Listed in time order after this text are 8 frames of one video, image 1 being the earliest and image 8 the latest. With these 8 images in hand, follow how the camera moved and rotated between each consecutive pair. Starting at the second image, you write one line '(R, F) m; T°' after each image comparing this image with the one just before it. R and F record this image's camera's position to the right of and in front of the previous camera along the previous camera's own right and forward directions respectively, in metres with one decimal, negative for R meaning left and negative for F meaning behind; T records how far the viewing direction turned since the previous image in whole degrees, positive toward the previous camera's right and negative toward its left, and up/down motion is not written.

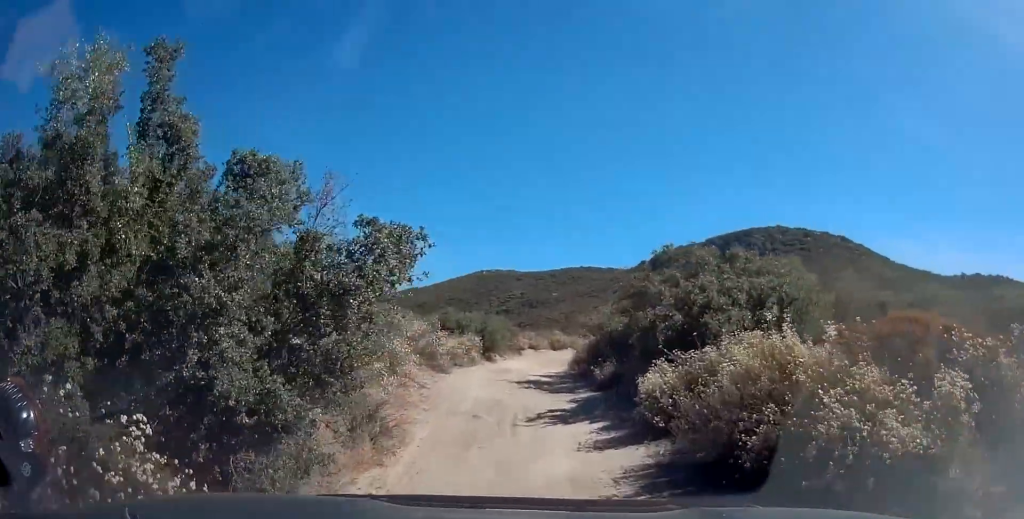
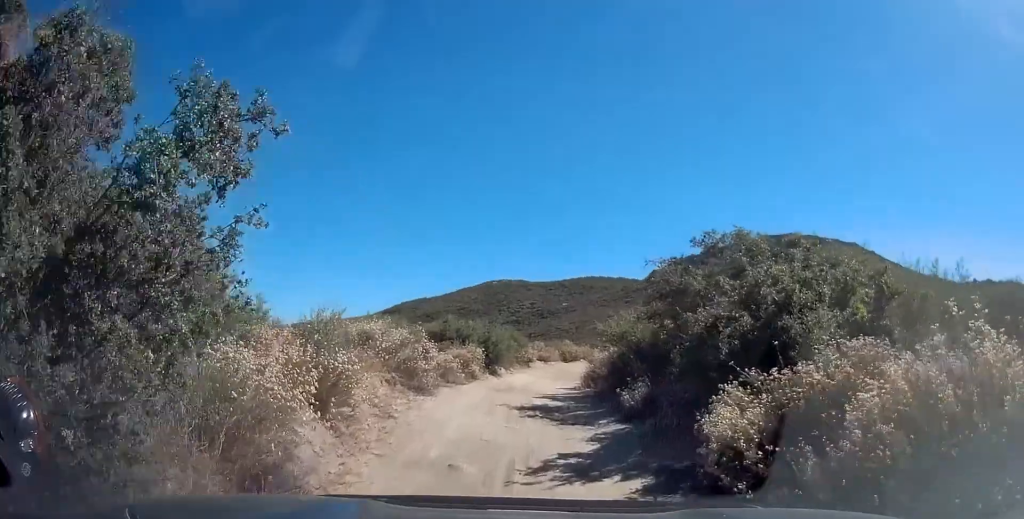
(0.0, +3.4) m; 0°
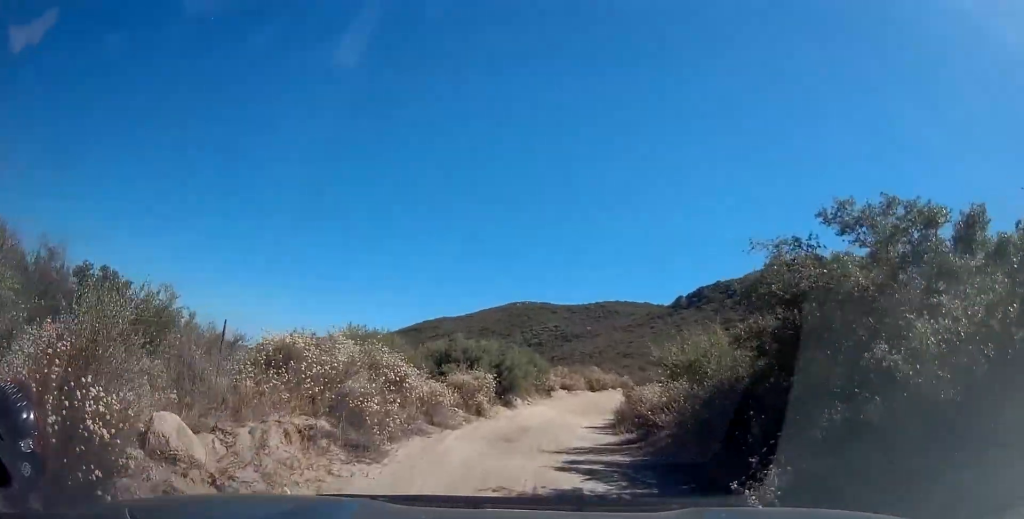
(-0.4, +5.4) m; 0°
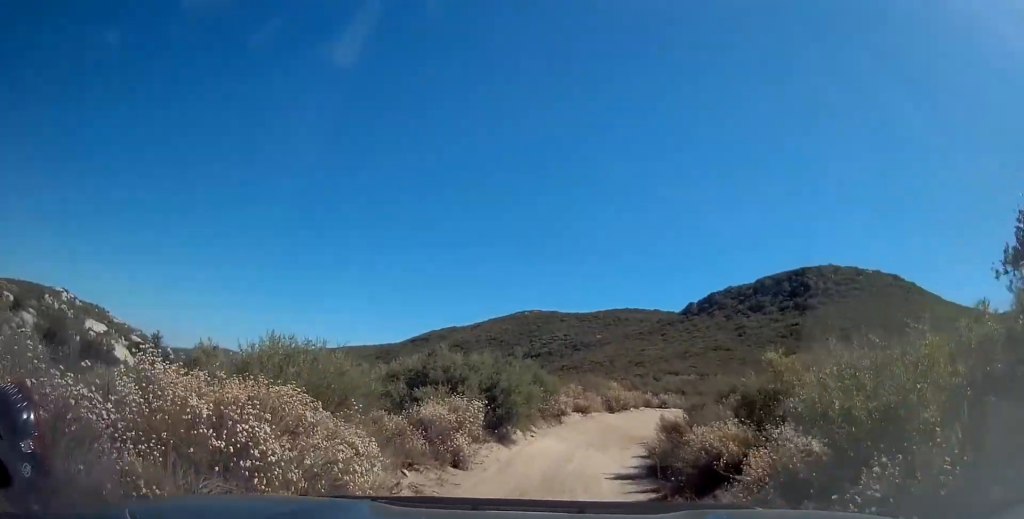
(+0.1, +6.6) m; -1°
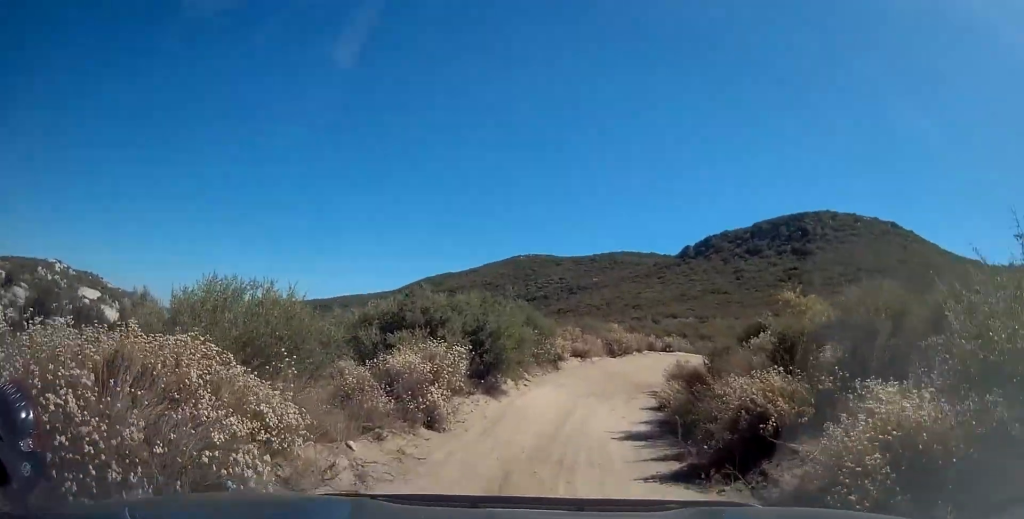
(-0.4, +2.5) m; 0°
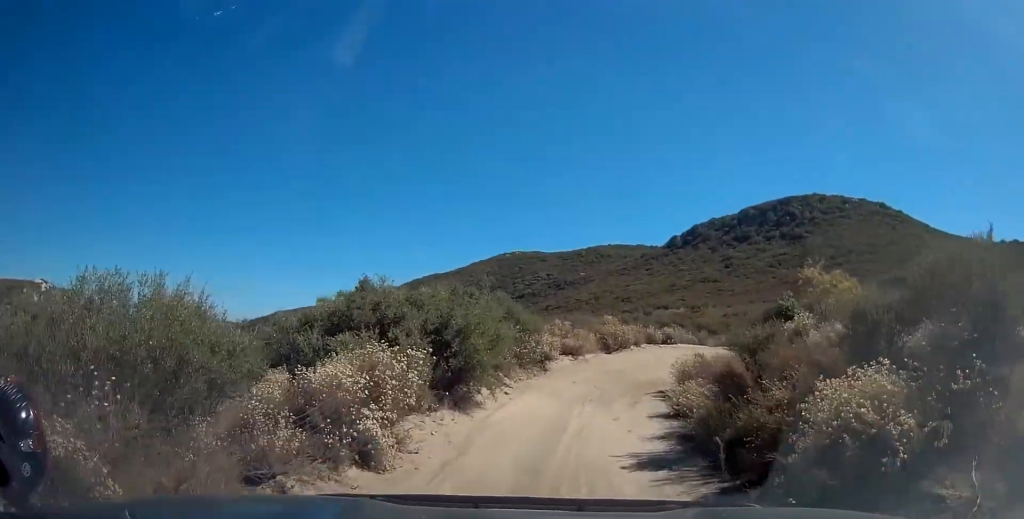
(+0.5, +3.5) m; +6°
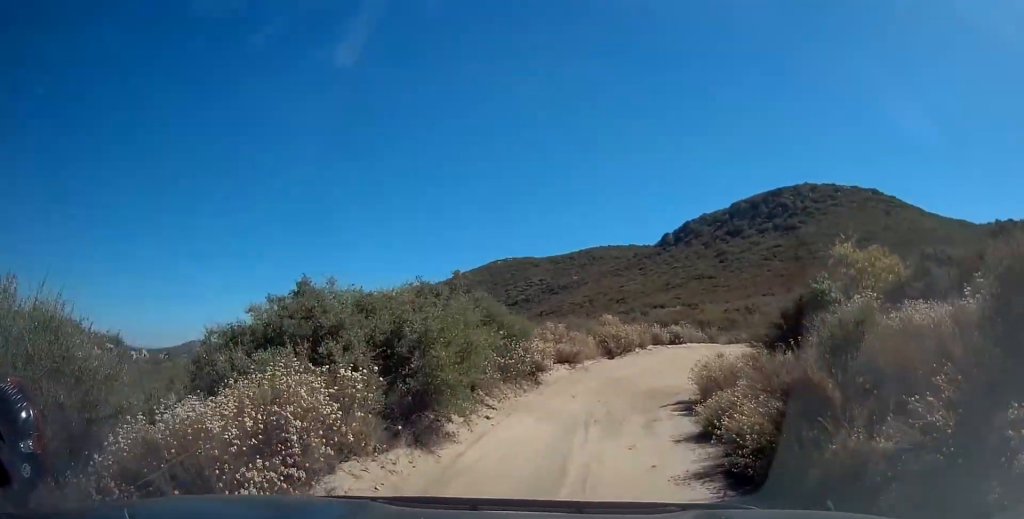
(+0.2, +3.1) m; +1°
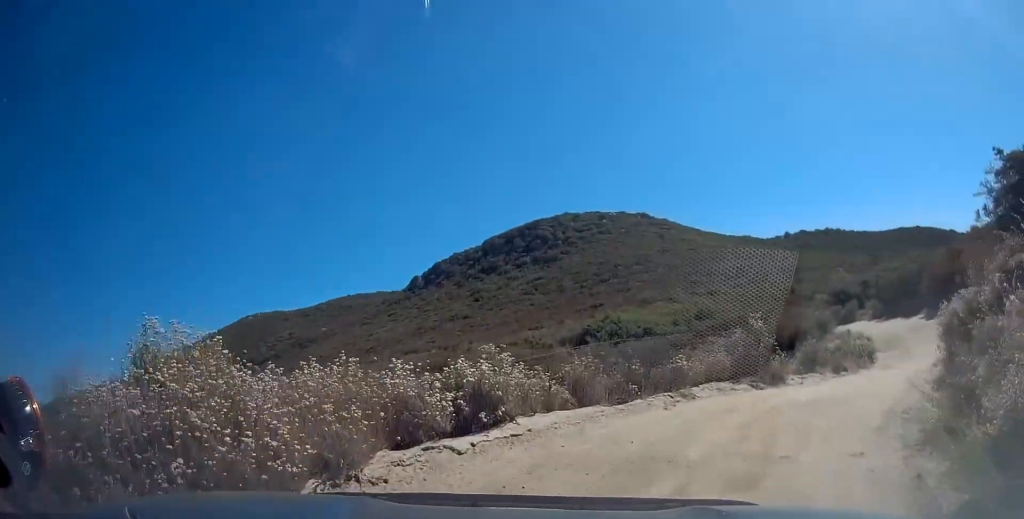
(+1.1, +18.1) m; +20°
